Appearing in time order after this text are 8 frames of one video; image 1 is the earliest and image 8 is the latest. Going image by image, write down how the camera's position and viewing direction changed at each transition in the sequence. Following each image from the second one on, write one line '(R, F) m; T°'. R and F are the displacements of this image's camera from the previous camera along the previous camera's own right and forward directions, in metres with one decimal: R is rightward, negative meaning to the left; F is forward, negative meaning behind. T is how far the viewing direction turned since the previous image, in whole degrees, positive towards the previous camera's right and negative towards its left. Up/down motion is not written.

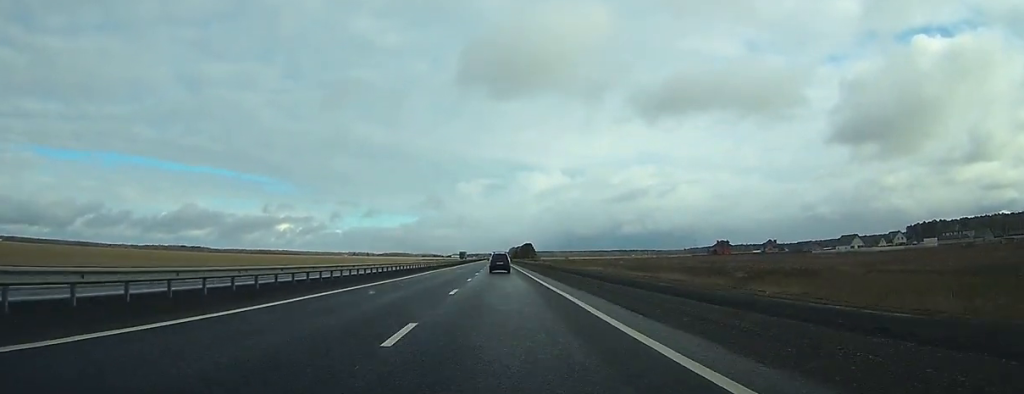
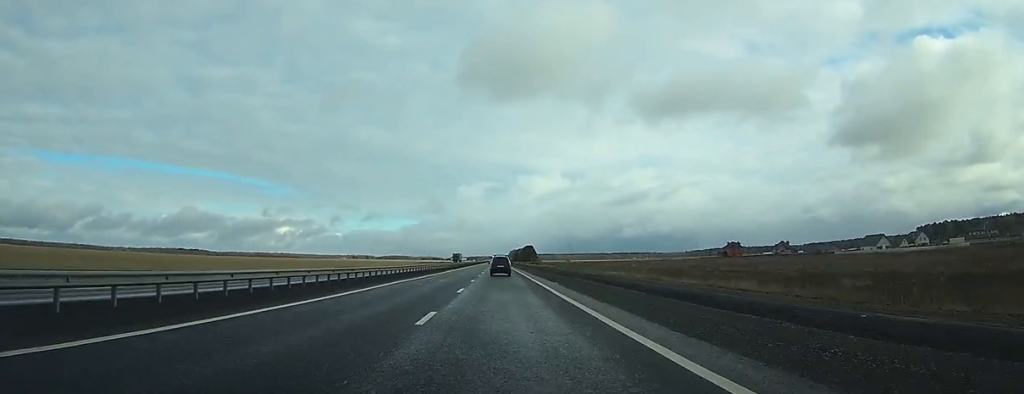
(0.0, +21.3) m; 0°
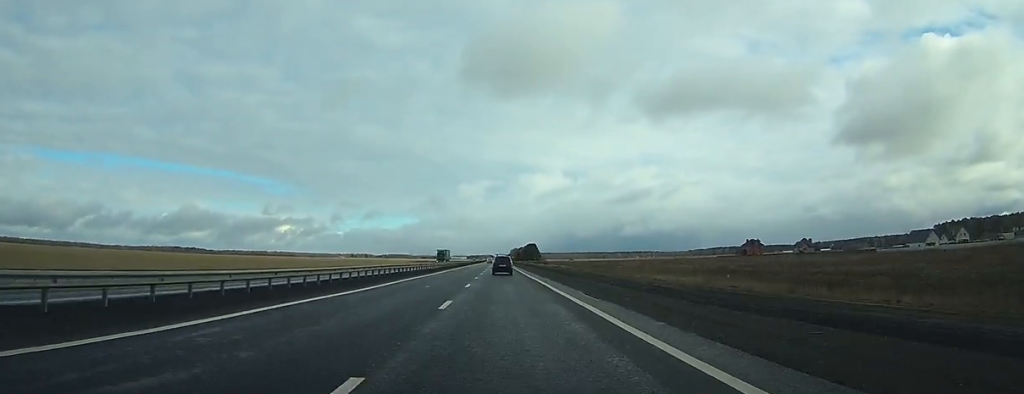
(+0.1, +33.5) m; 0°
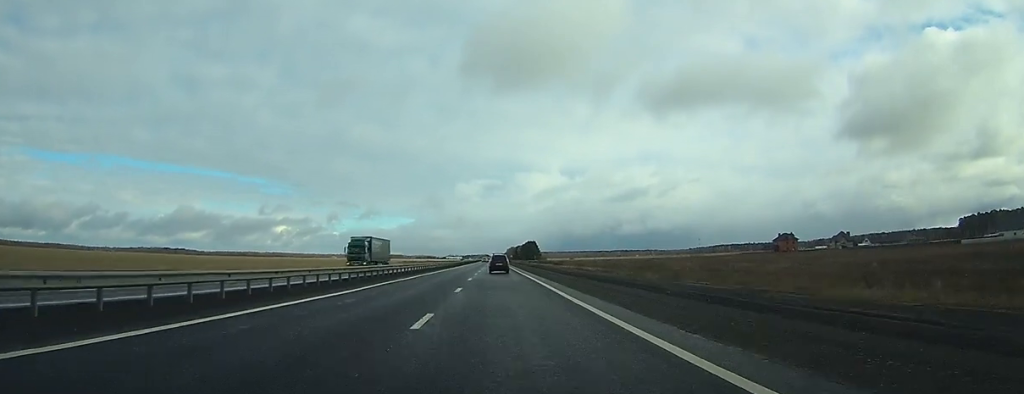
(+0.2, +52.8) m; 0°
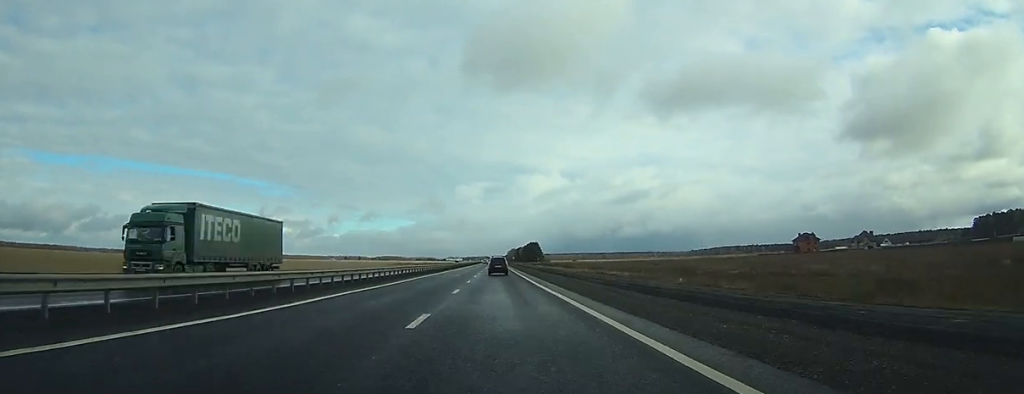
(-0.1, +23.0) m; 0°
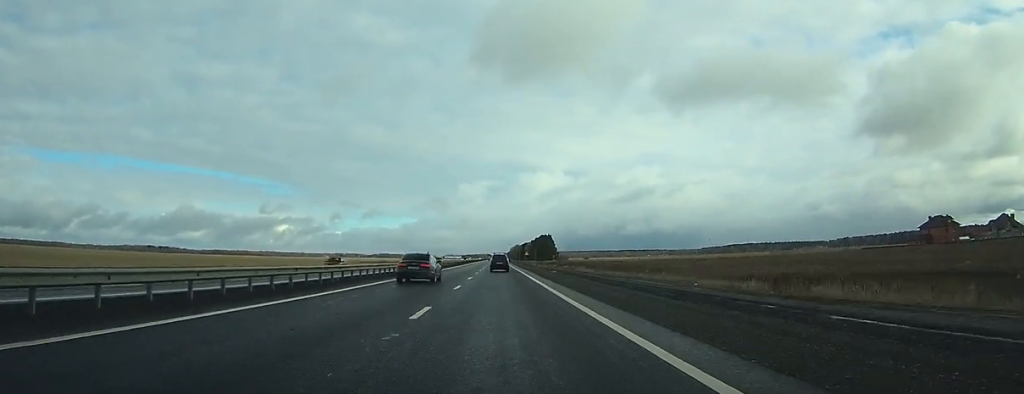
(-0.6, +102.8) m; 0°
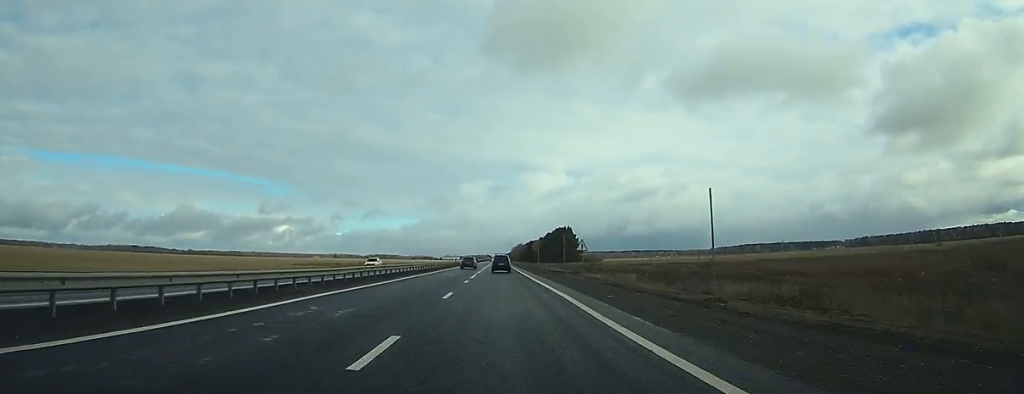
(+0.4, +104.2) m; 0°
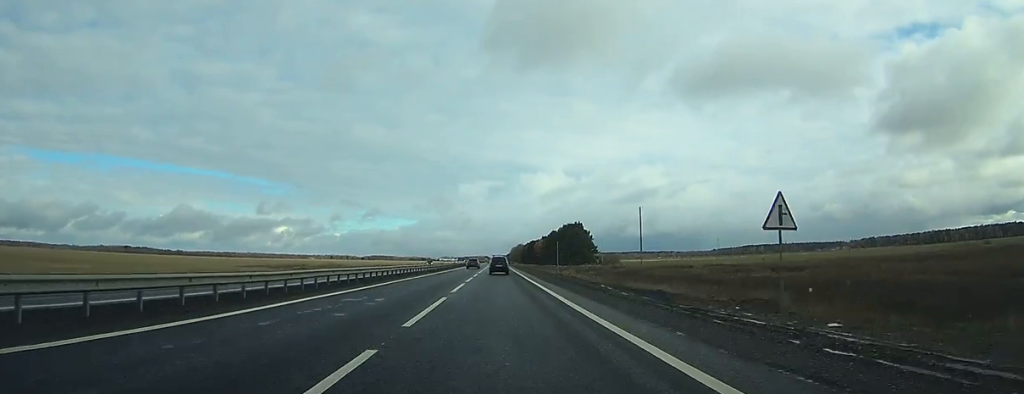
(-0.2, +38.7) m; 0°
